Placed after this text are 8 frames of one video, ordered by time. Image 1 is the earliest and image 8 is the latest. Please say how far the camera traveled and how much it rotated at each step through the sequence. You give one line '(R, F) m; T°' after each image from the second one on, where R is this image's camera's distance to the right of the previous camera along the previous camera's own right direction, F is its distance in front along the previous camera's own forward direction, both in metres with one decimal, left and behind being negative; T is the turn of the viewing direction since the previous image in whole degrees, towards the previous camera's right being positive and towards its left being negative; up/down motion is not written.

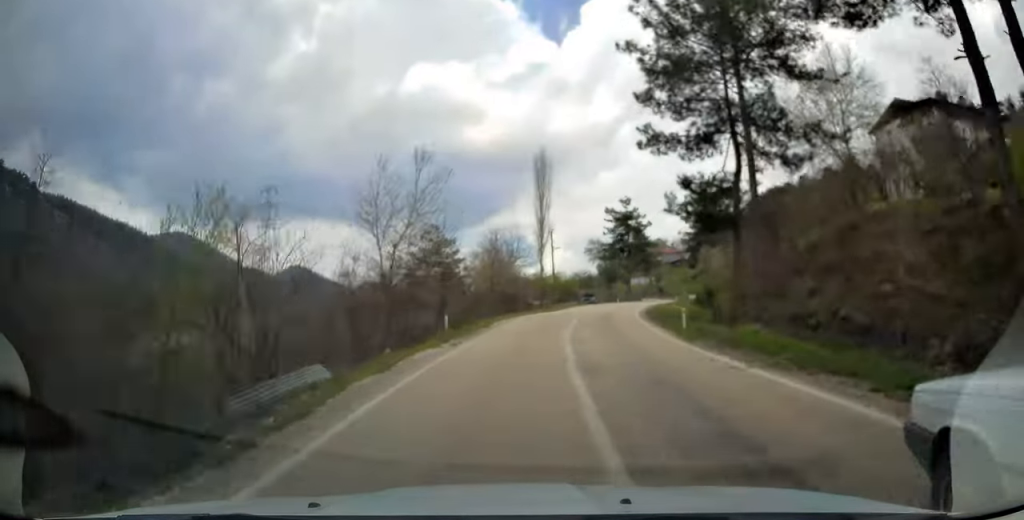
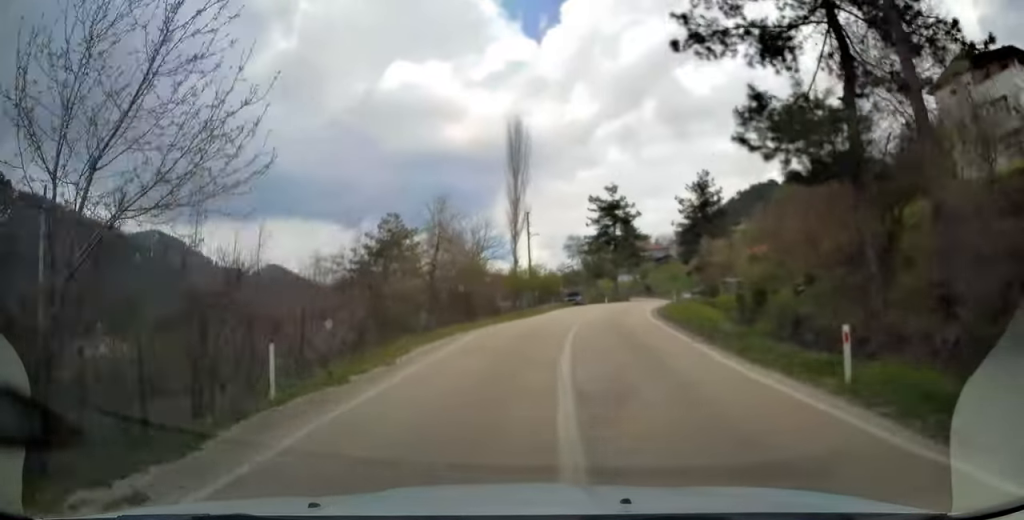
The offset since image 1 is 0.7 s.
(+0.2, +13.2) m; +2°
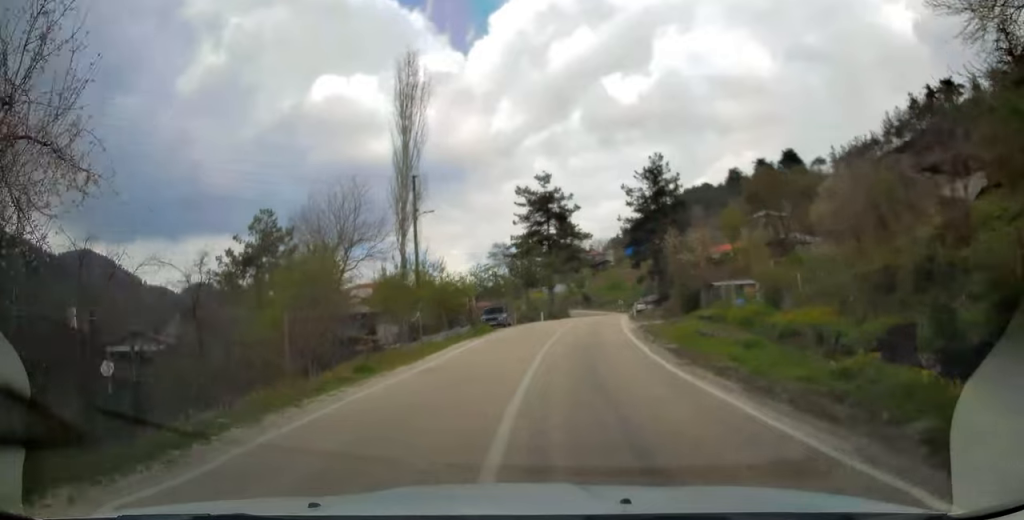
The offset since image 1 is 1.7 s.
(+0.7, +20.1) m; +5°
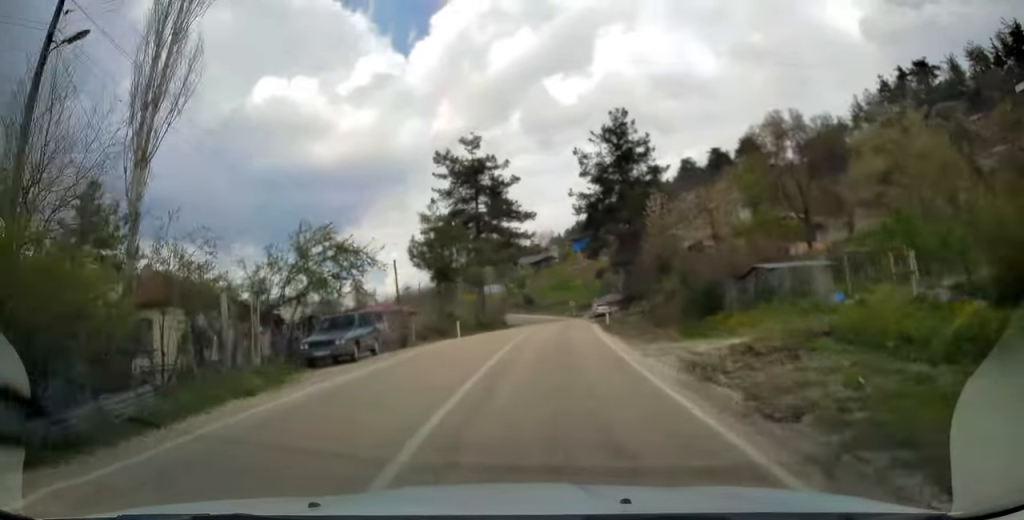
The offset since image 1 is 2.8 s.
(+1.1, +21.0) m; +5°
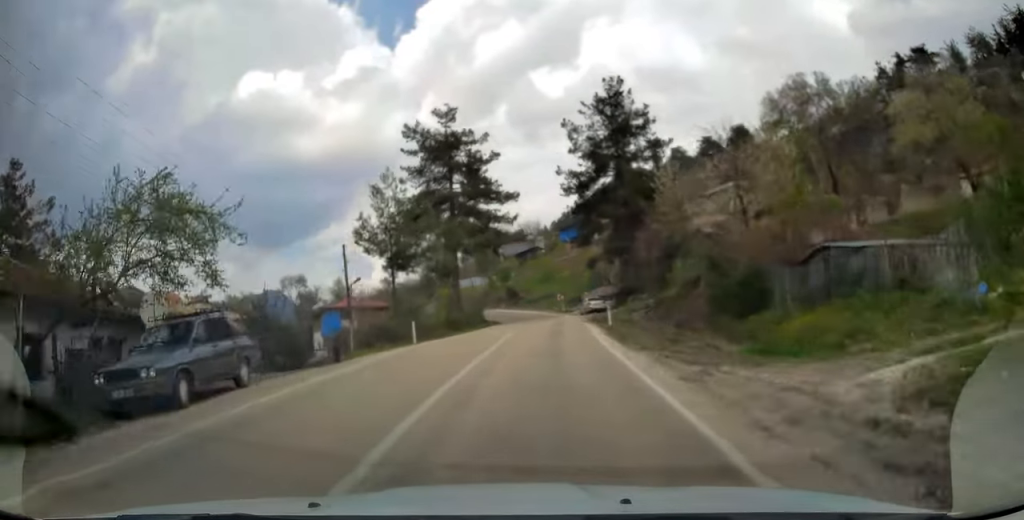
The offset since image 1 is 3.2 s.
(+0.1, +8.3) m; +1°
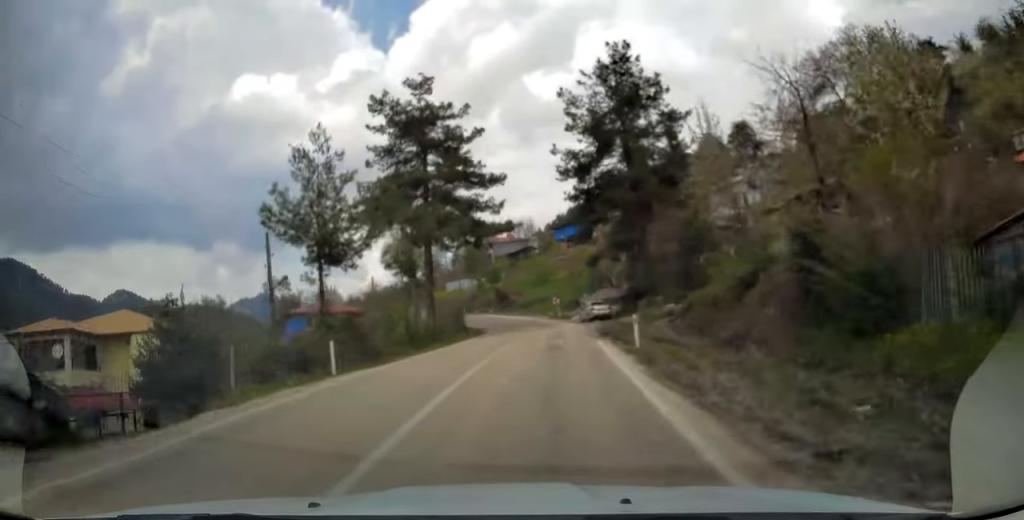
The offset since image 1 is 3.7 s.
(+0.2, +9.4) m; 0°
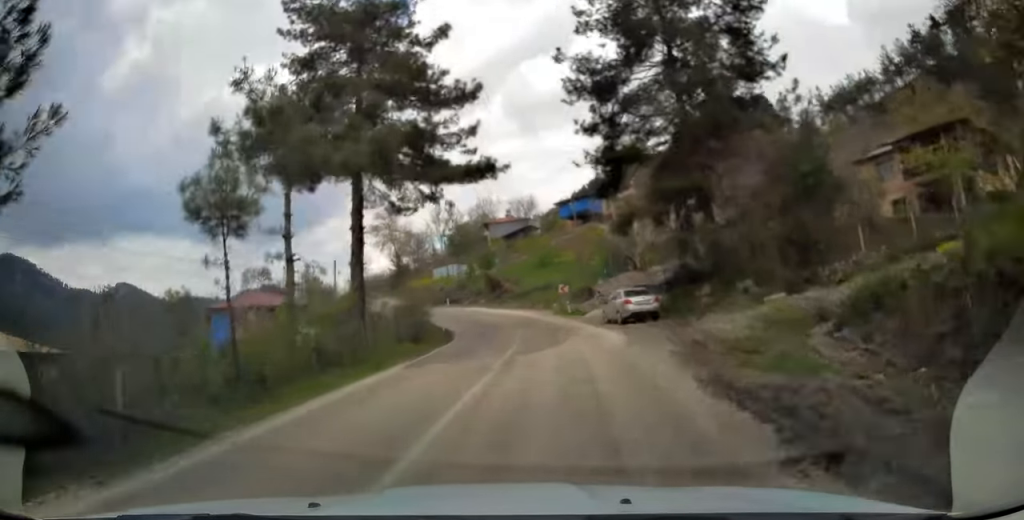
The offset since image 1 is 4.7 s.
(+0.1, +17.2) m; -1°
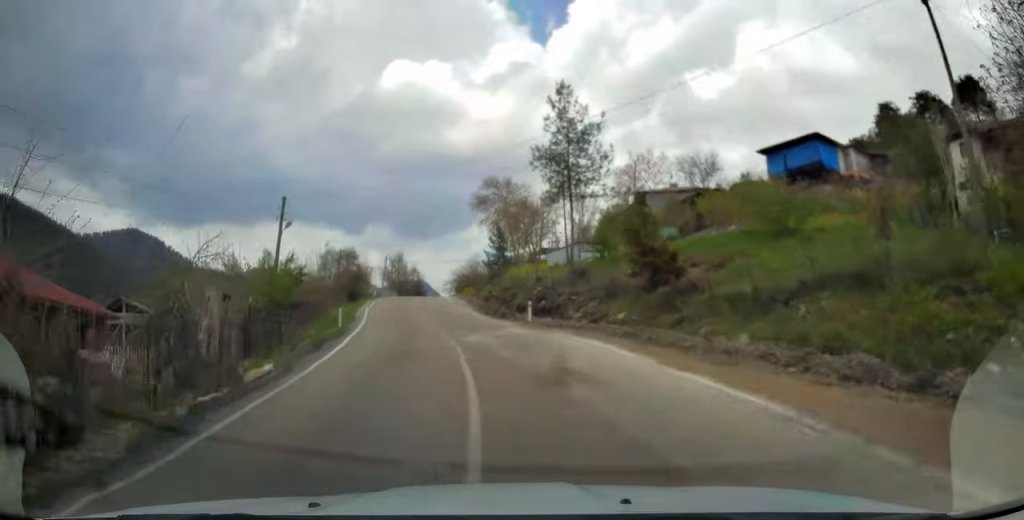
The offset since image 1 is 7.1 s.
(-3.4, +43.1) m; -14°
